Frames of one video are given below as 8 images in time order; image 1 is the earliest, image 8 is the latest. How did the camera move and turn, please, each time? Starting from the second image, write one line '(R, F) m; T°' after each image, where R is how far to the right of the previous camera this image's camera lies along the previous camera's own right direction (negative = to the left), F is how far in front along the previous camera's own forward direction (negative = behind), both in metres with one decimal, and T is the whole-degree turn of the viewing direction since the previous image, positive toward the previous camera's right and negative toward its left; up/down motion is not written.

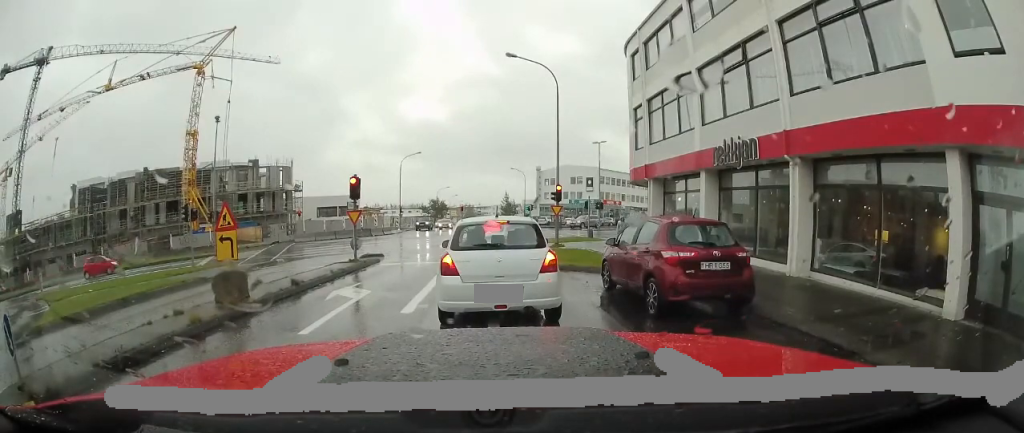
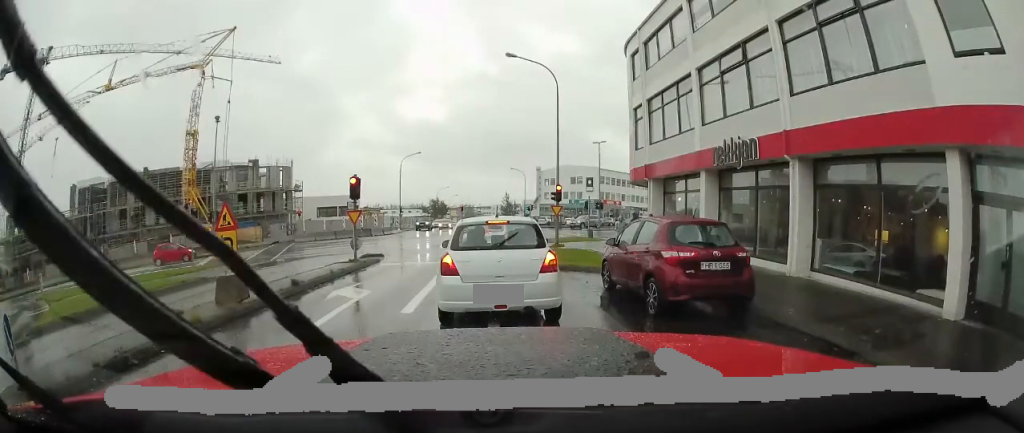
(0.0, 0.0) m; 0°
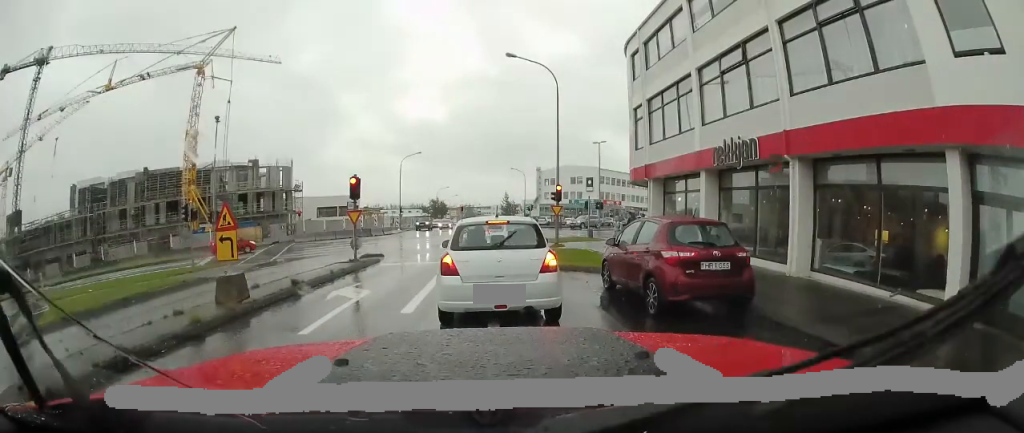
(0.0, 0.0) m; 0°
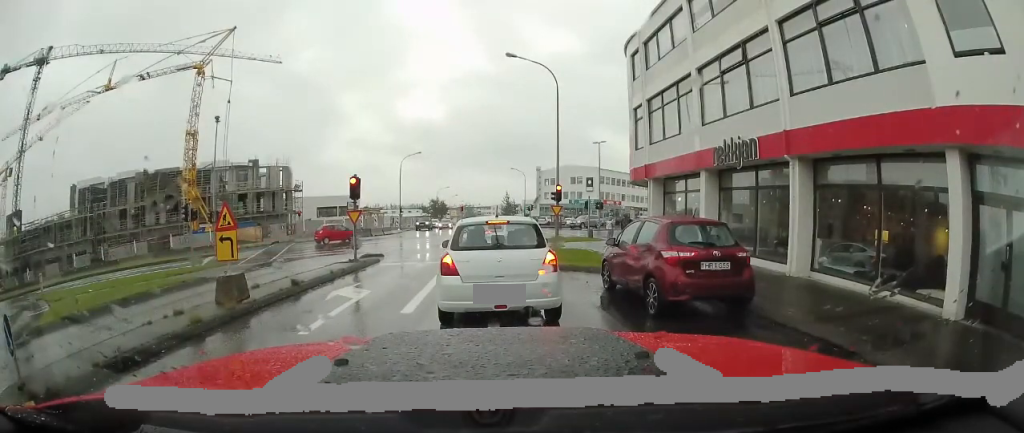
(0.0, 0.0) m; 0°
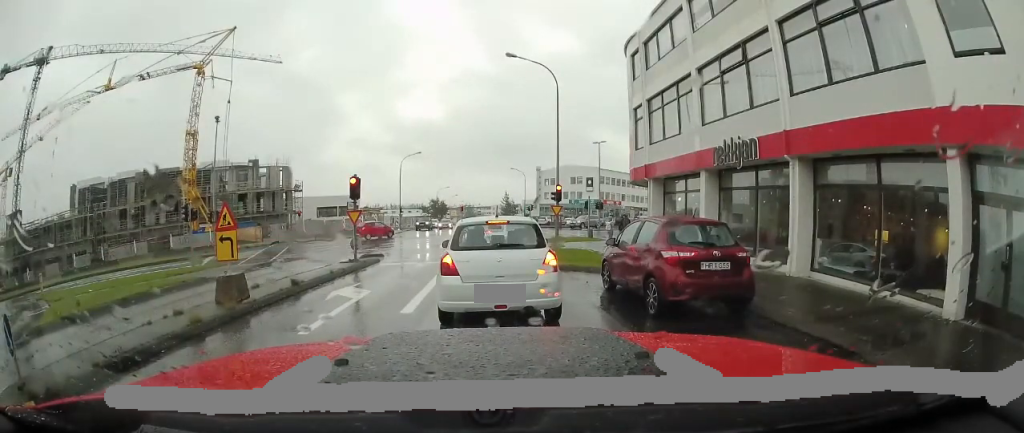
(0.0, 0.0) m; 0°
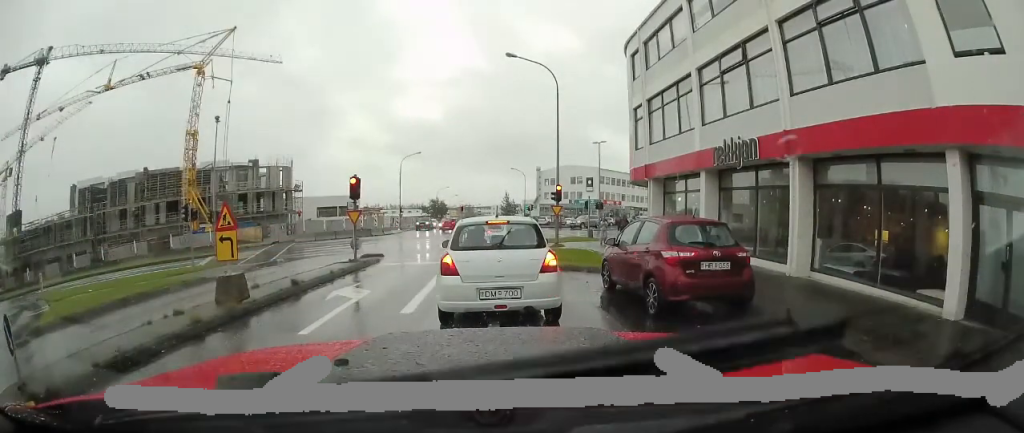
(0.0, 0.0) m; 0°
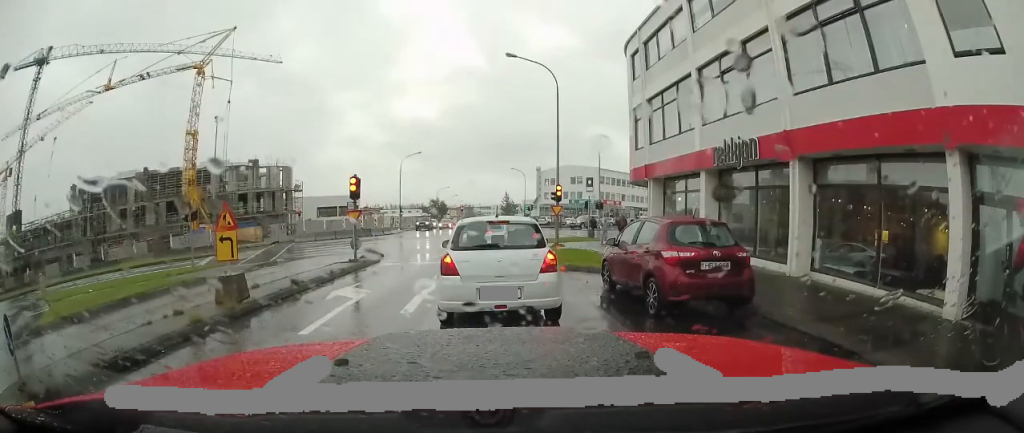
(0.0, 0.0) m; 0°
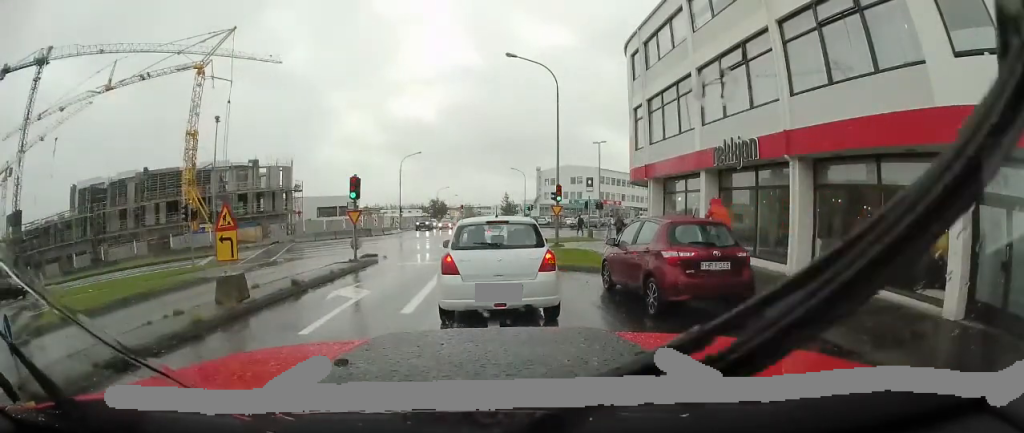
(0.0, 0.0) m; 0°
